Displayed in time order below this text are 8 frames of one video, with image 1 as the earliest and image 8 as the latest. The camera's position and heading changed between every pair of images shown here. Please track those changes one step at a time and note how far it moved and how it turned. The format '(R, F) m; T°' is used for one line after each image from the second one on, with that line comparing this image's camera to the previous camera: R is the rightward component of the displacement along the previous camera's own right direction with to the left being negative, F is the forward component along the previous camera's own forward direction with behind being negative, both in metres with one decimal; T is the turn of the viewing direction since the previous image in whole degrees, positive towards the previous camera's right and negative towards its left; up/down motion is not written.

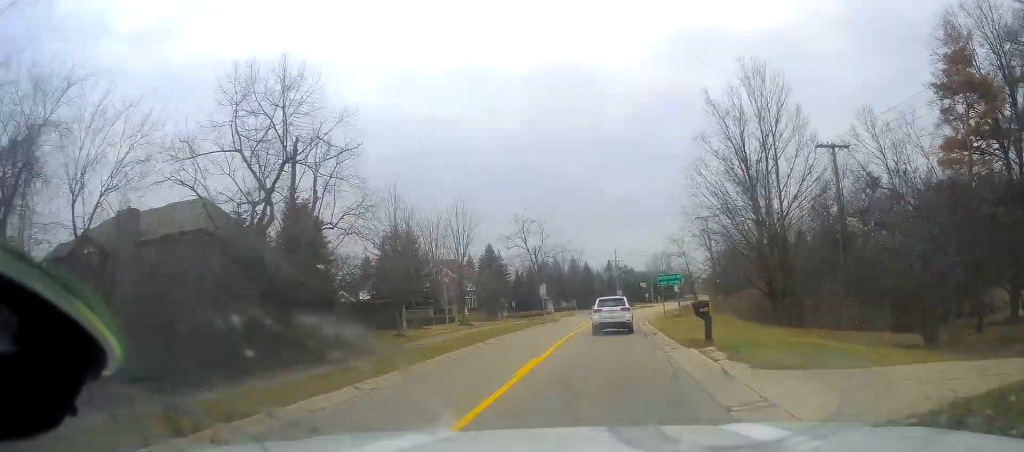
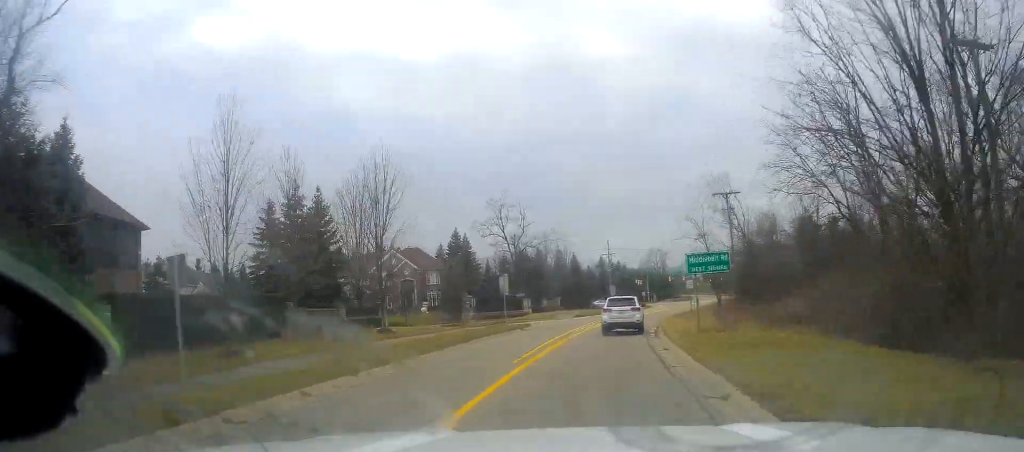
(0.0, +17.1) m; -1°
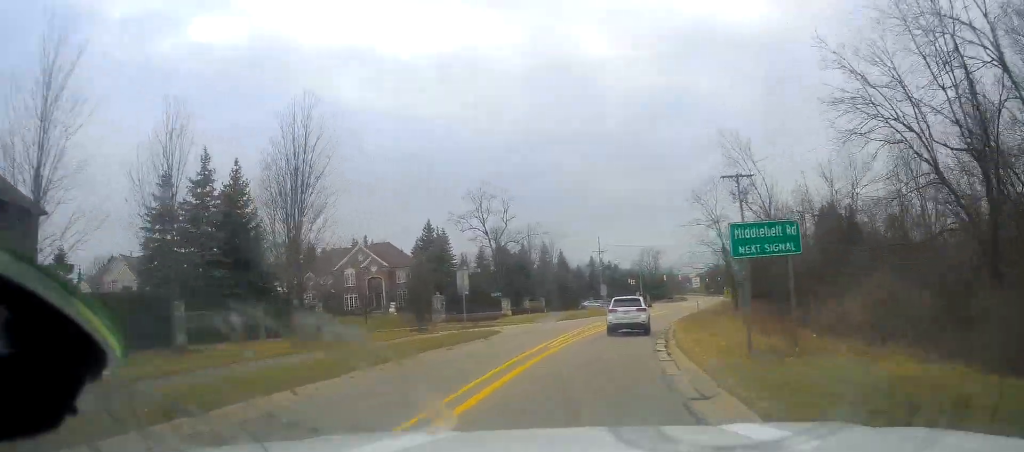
(-0.1, +8.8) m; +1°
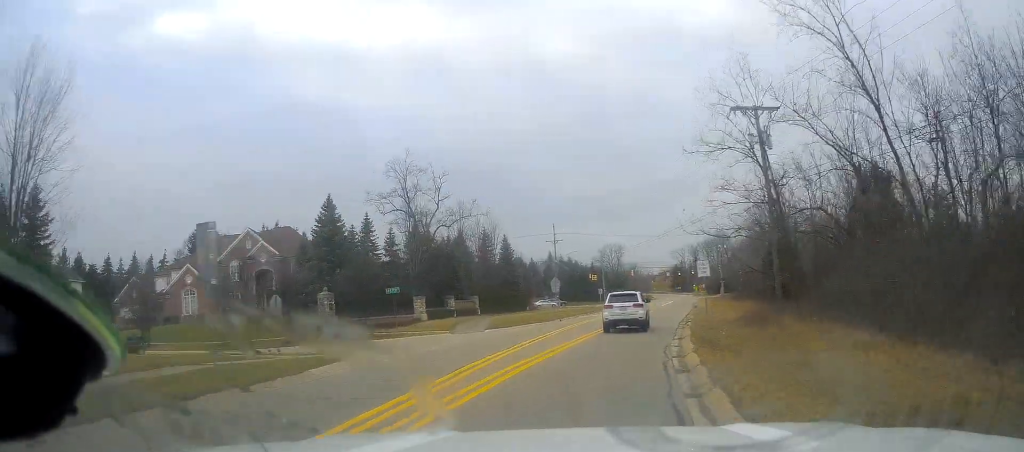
(+0.1, +18.2) m; +4°
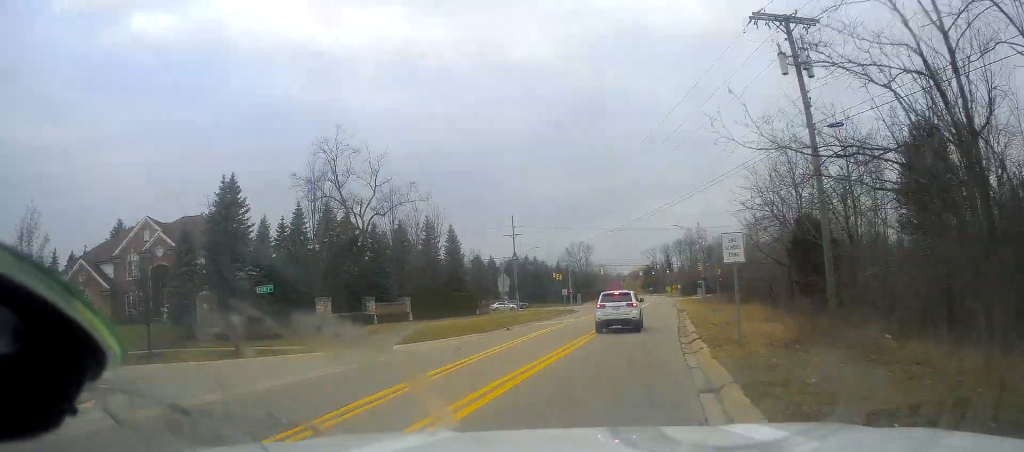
(+0.8, +12.0) m; +3°
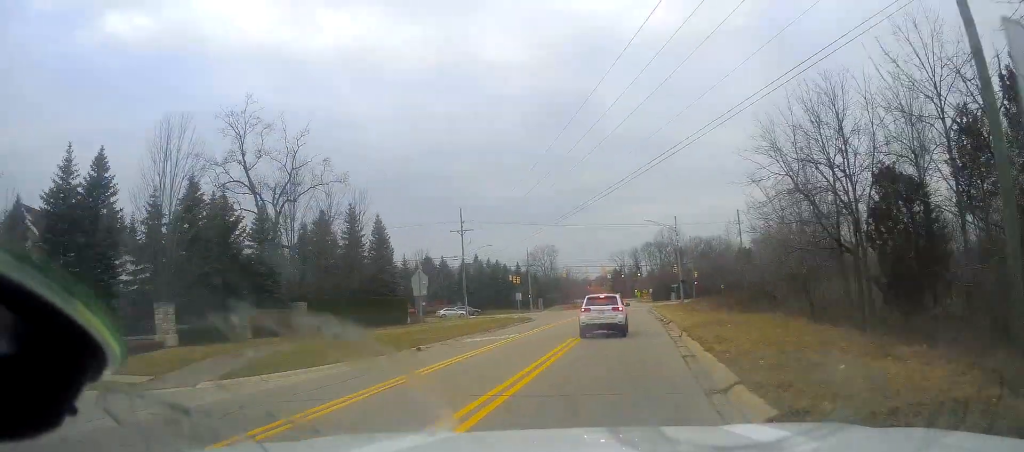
(+0.1, +11.8) m; +2°
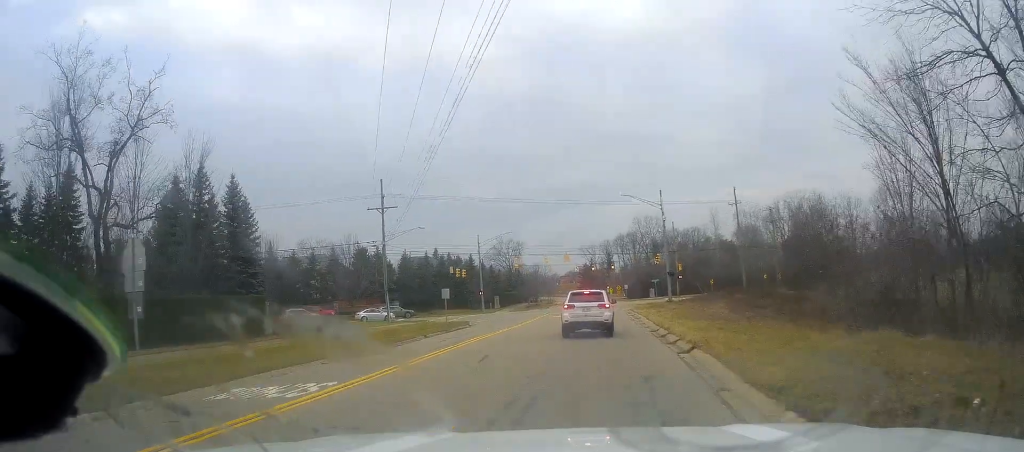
(+0.6, +17.9) m; +4°
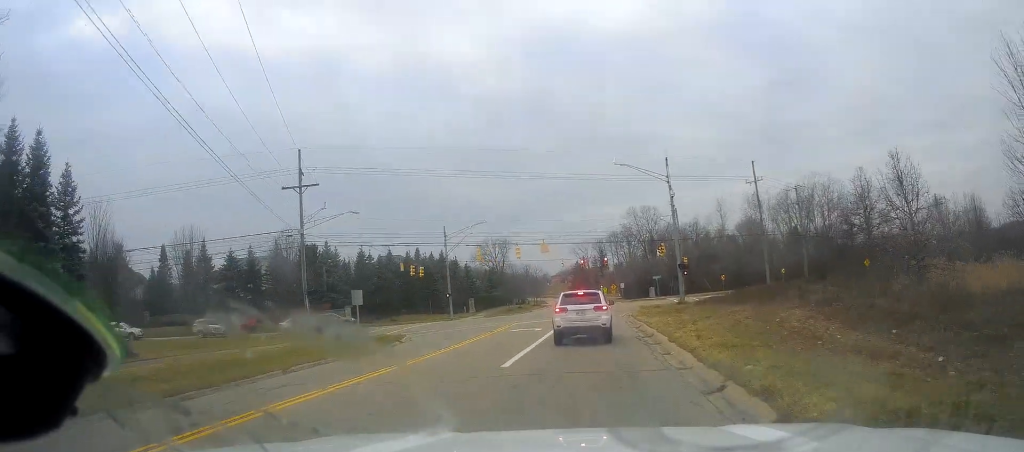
(+0.5, +15.5) m; +1°
